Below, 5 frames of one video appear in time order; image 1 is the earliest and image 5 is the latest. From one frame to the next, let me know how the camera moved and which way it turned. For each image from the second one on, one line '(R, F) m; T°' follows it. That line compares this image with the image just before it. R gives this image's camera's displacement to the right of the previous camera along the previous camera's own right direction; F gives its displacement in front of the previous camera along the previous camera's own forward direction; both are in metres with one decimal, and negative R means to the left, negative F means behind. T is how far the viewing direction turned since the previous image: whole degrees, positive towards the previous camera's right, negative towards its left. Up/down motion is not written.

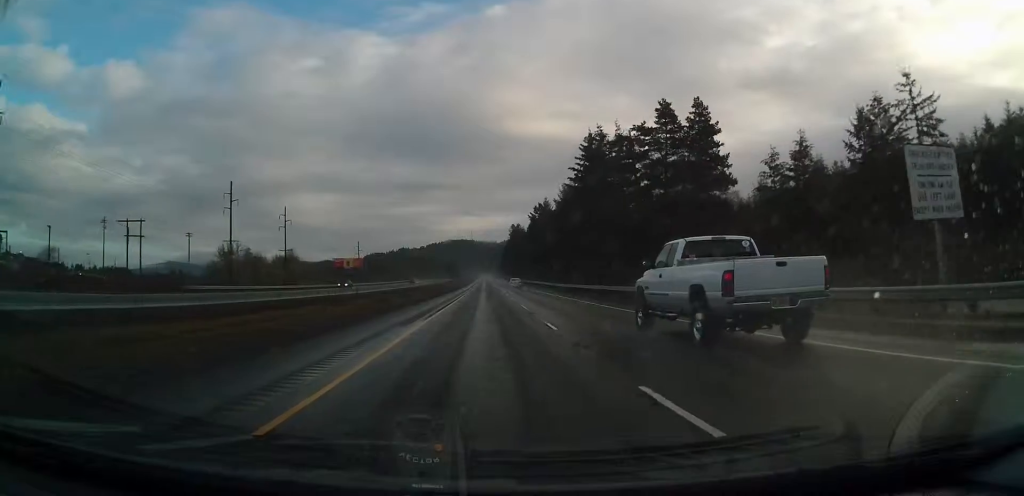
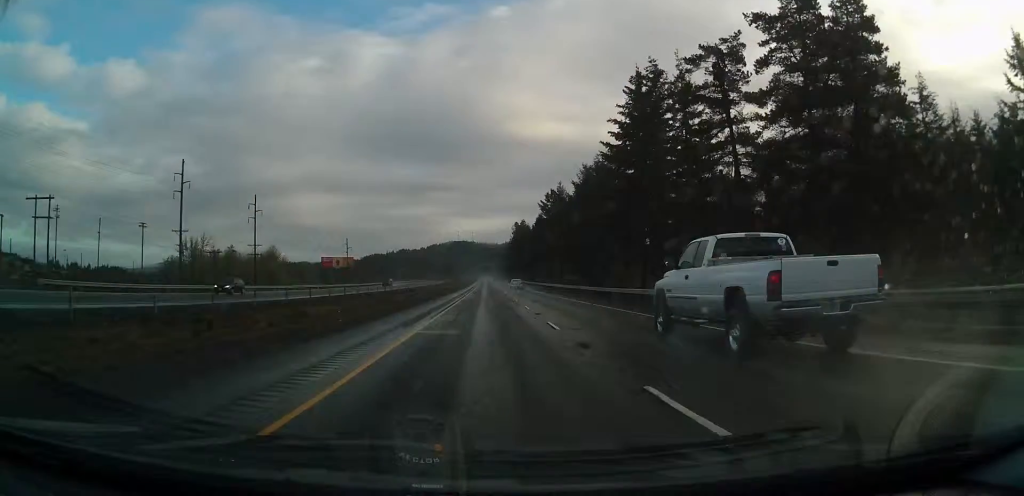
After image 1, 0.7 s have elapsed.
(-0.2, +24.0) m; -2°
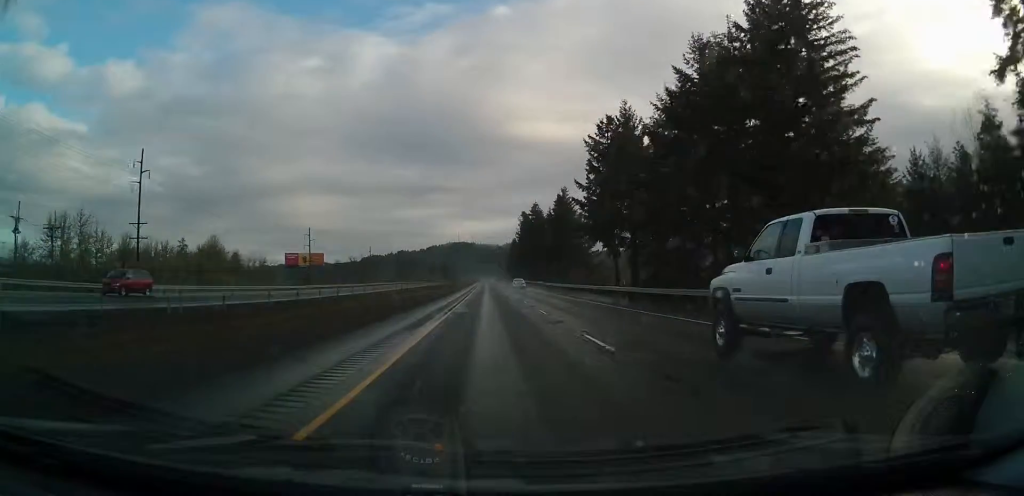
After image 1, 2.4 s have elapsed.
(-0.4, +53.4) m; 0°
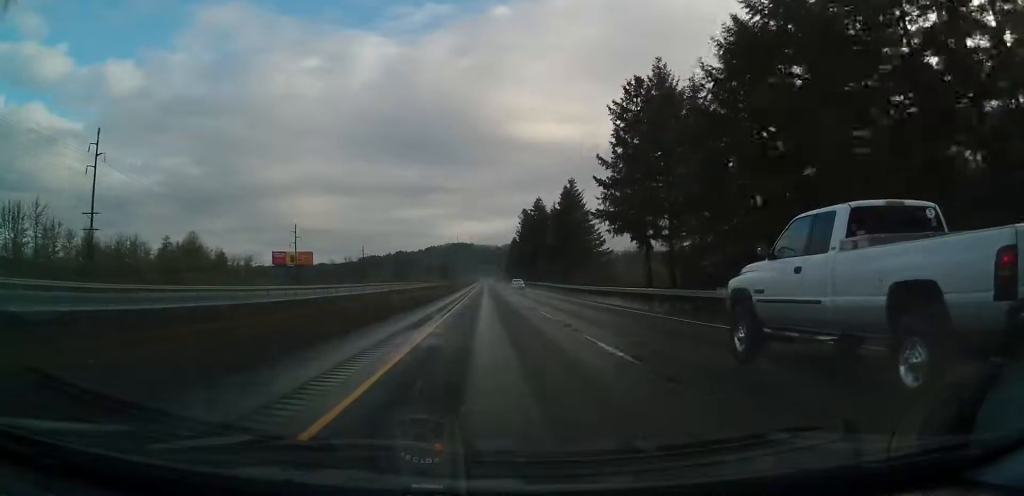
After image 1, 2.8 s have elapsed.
(+0.2, +13.1) m; 0°
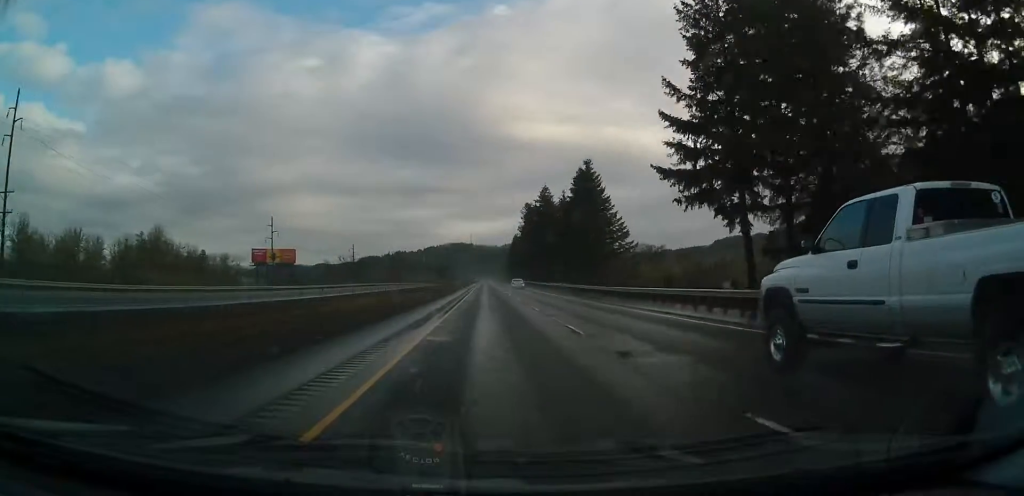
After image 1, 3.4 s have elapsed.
(-0.1, +19.5) m; 0°
